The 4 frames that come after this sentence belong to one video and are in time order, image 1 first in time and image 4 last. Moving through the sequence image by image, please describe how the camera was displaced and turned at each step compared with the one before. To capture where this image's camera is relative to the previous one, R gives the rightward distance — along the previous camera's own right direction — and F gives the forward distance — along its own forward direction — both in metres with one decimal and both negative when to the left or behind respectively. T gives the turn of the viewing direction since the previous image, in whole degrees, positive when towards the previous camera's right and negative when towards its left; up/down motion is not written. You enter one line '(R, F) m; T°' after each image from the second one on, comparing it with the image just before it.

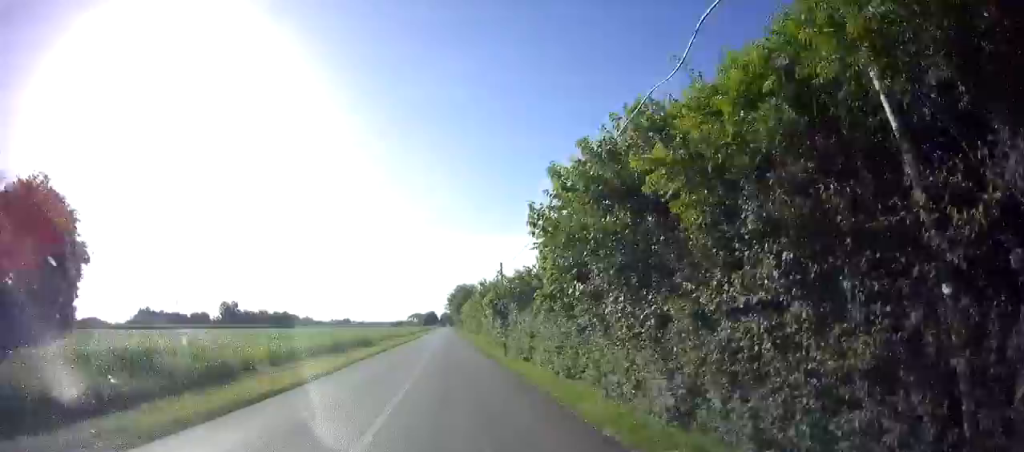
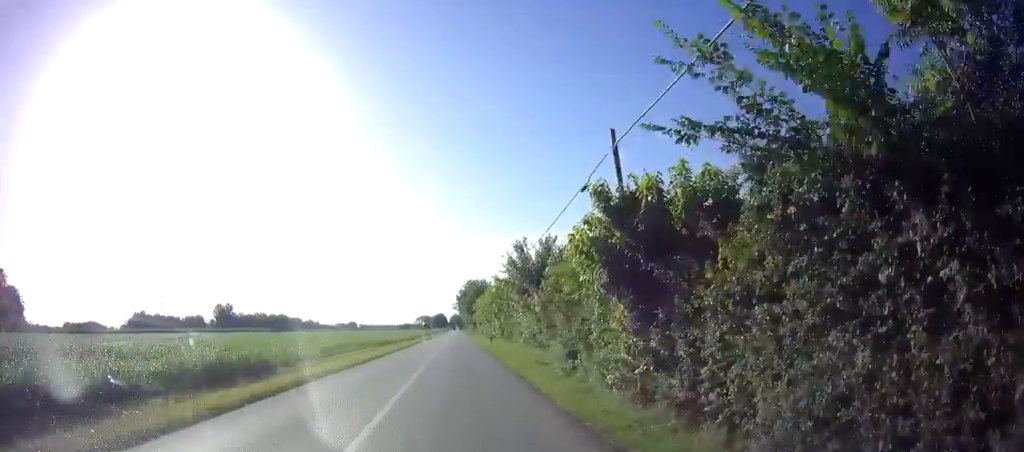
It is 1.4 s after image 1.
(-0.7, +26.0) m; -2°
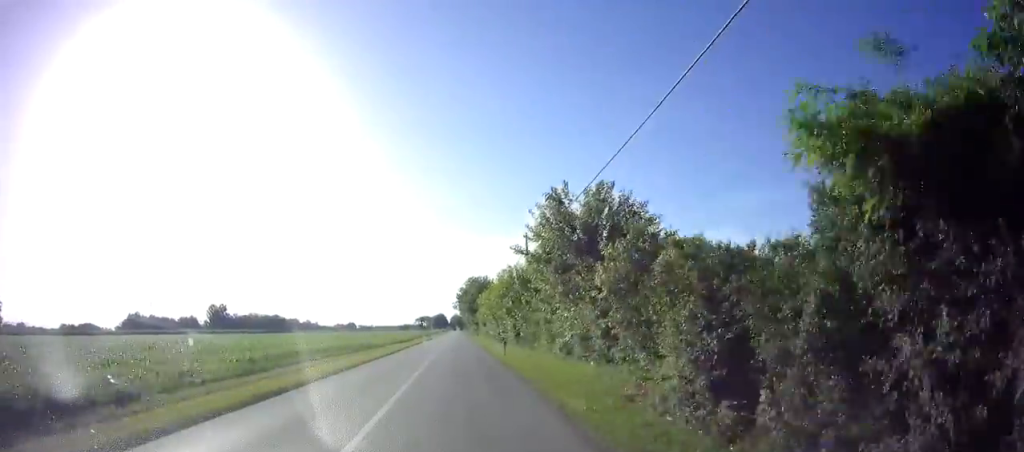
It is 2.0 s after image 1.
(-0.1, +10.7) m; 0°
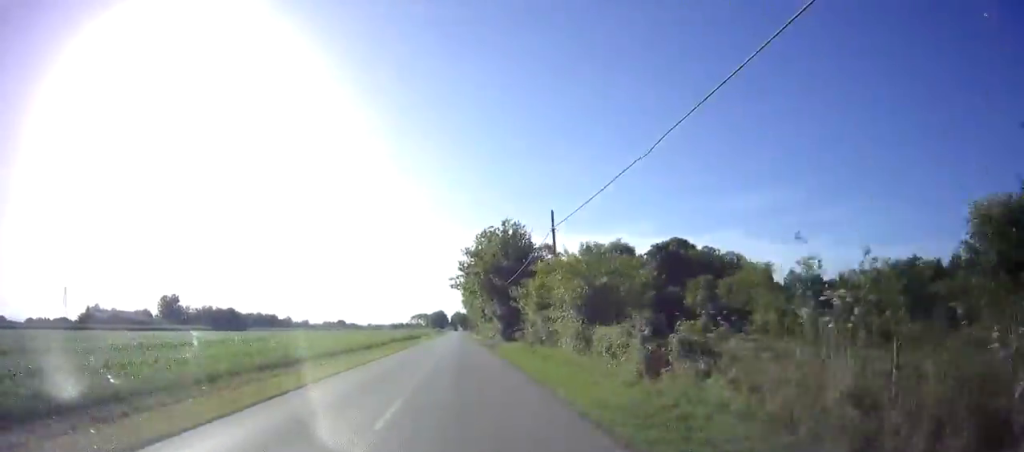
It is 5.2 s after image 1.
(-1.1, +66.4) m; -1°
